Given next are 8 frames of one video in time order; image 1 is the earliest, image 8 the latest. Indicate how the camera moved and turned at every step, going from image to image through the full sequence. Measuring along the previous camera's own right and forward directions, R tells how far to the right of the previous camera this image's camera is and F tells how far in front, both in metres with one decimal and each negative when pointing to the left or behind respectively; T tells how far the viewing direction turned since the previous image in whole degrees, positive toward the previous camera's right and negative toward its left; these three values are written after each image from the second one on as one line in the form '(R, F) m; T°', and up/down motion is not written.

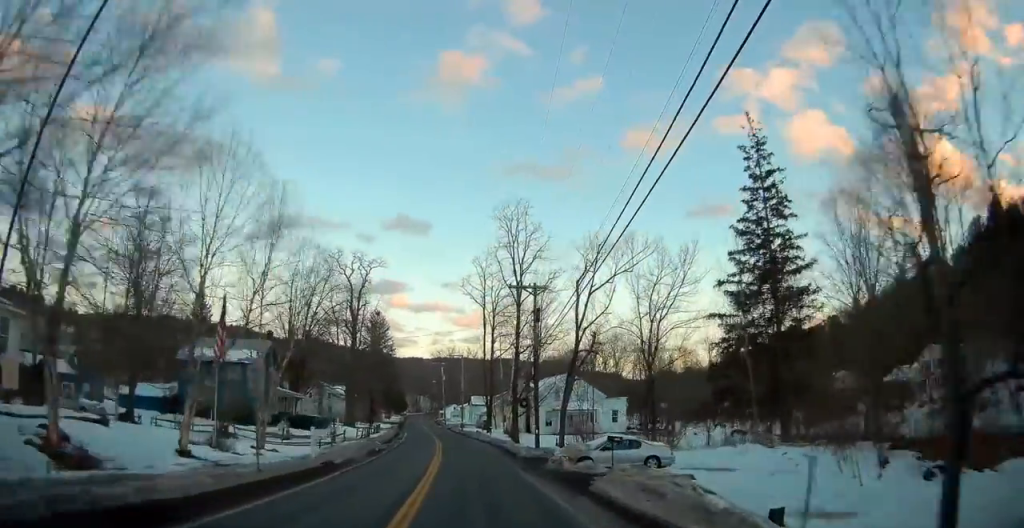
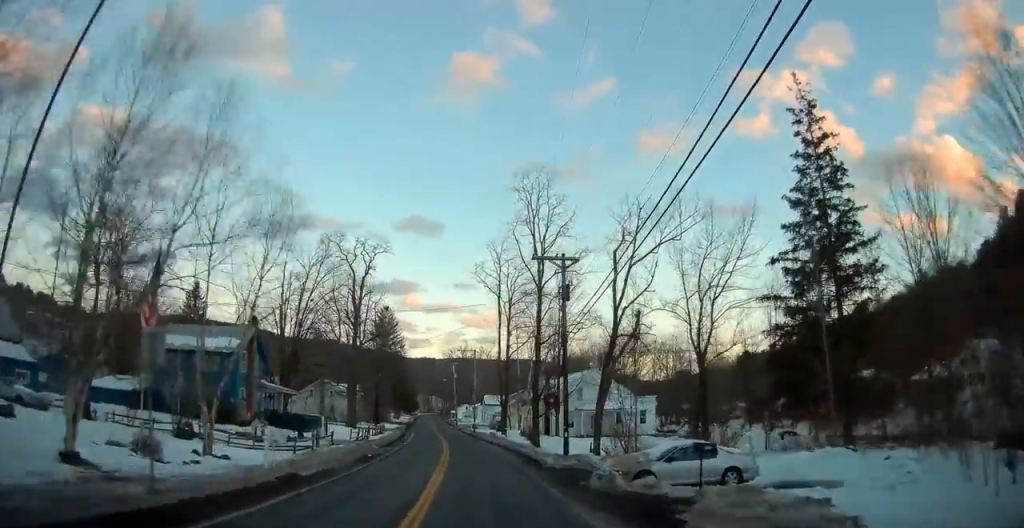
(0.0, +6.6) m; 0°
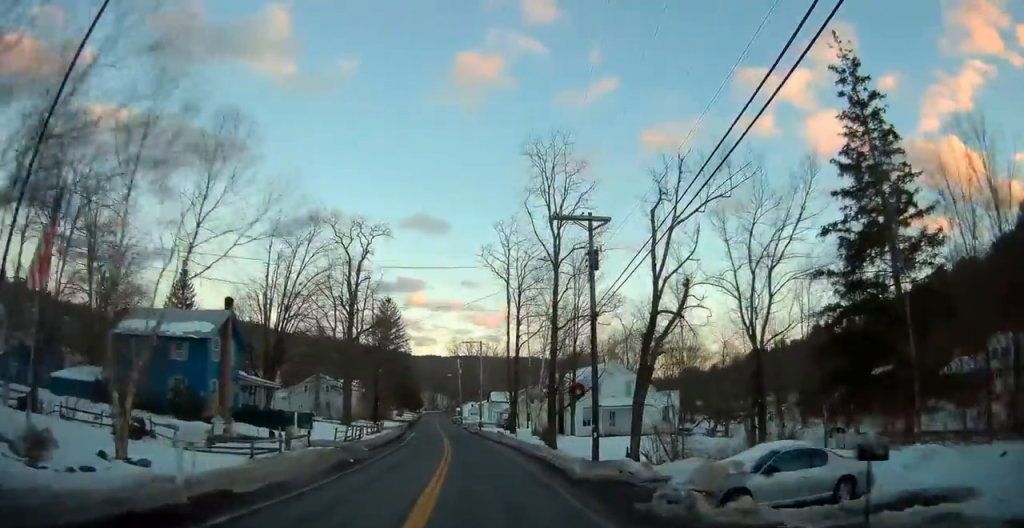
(0.0, +5.7) m; 0°
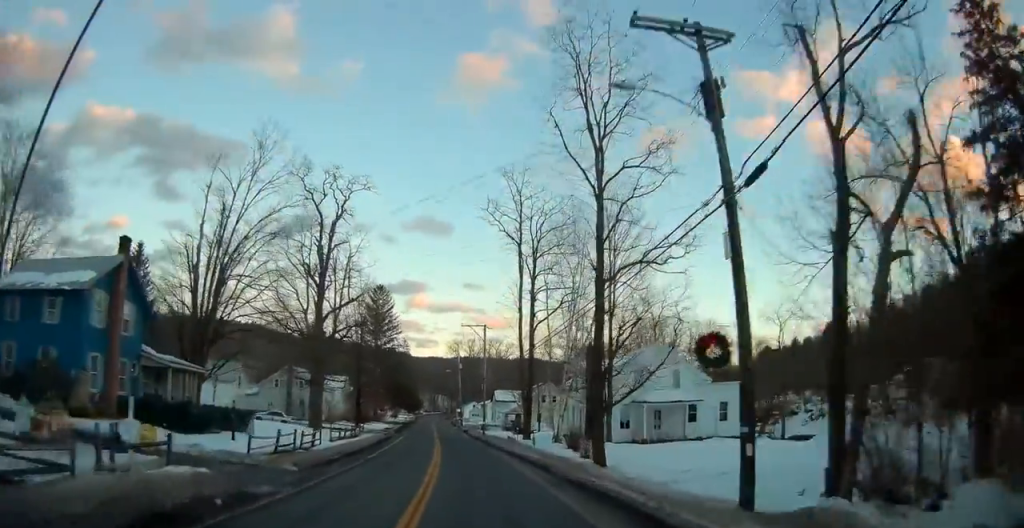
(-0.1, +13.1) m; -2°
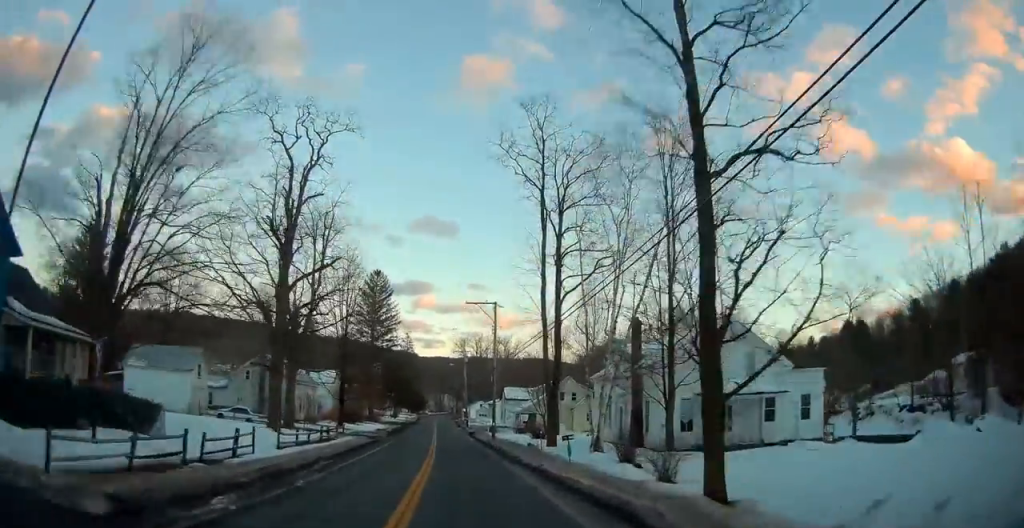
(-0.4, +10.9) m; -1°
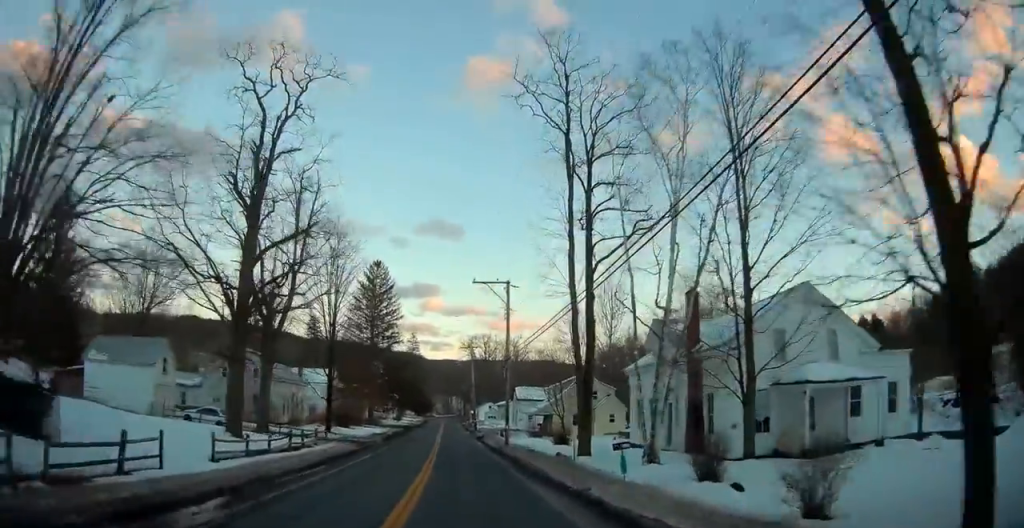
(0.0, +7.4) m; 0°
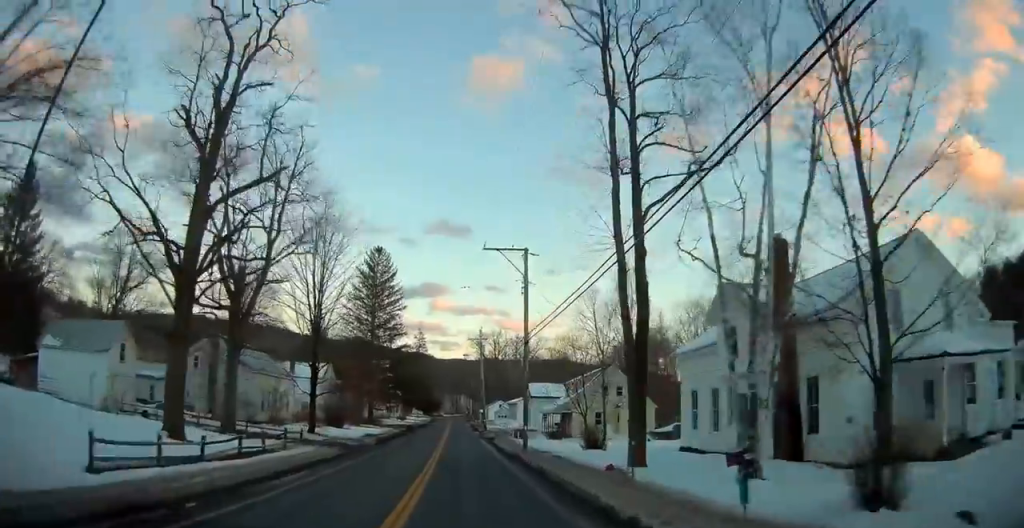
(+0.1, +7.0) m; 0°
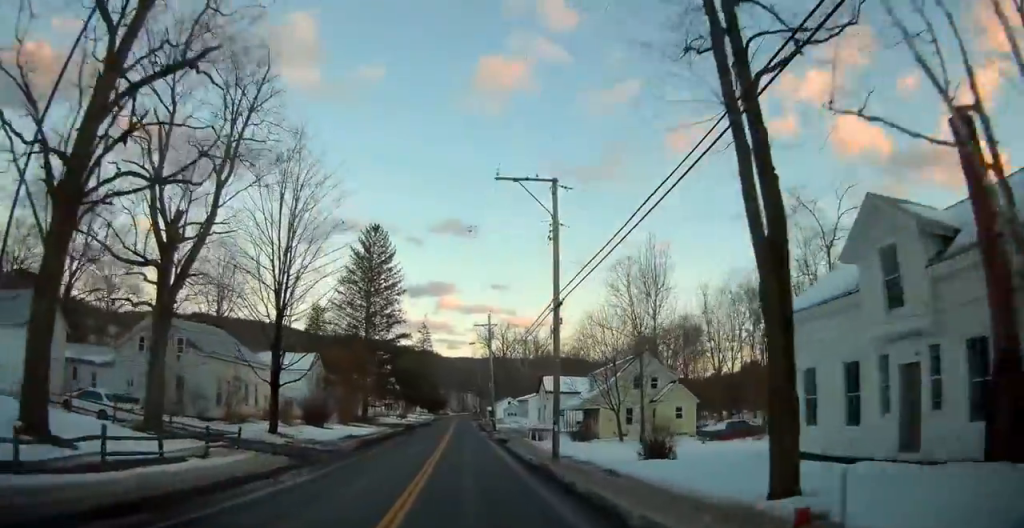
(0.0, +8.9) m; -1°
